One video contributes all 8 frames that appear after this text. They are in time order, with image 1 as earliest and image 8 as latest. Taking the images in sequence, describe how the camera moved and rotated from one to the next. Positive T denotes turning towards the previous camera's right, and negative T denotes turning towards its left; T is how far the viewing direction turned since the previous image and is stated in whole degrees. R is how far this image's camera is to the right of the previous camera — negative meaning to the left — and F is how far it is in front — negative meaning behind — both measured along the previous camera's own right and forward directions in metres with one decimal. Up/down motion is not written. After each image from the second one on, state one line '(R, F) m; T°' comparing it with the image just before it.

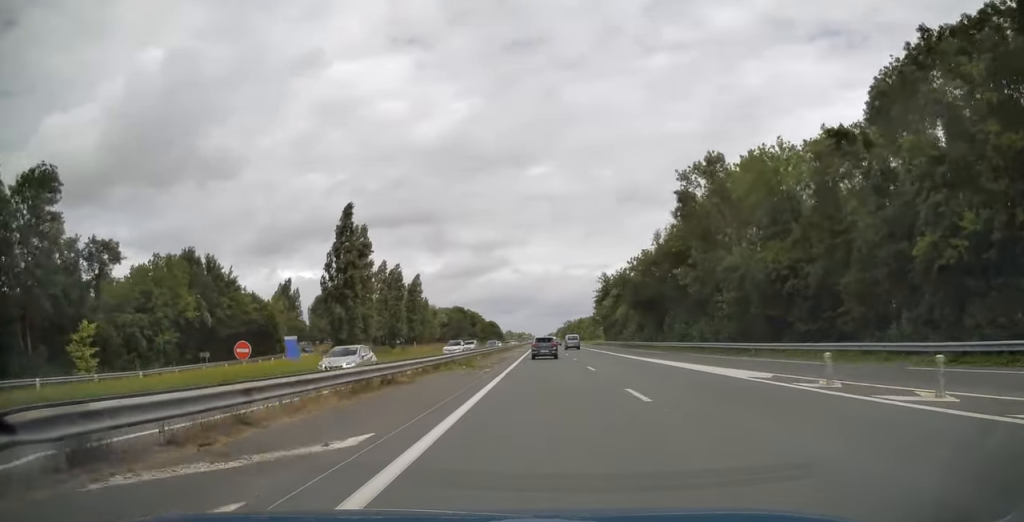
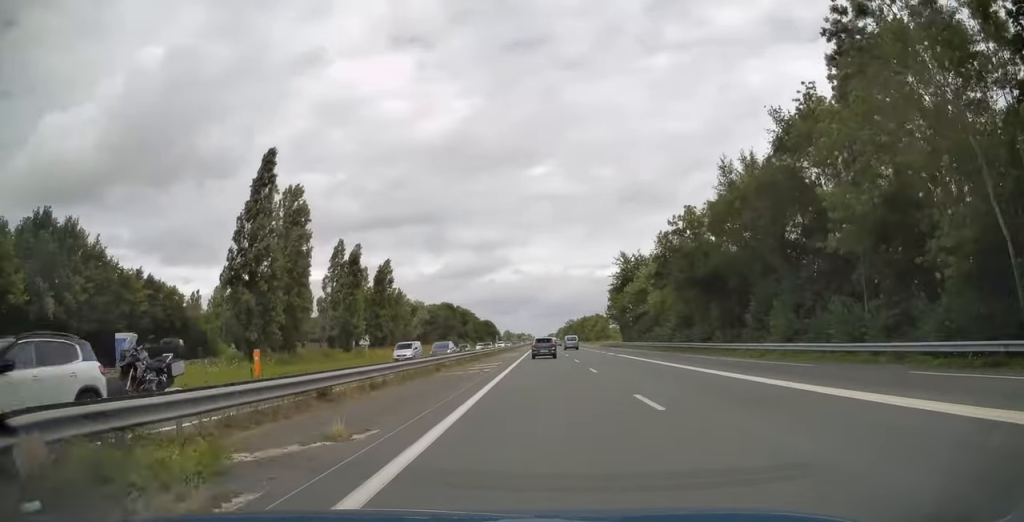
(0.0, +27.4) m; 0°
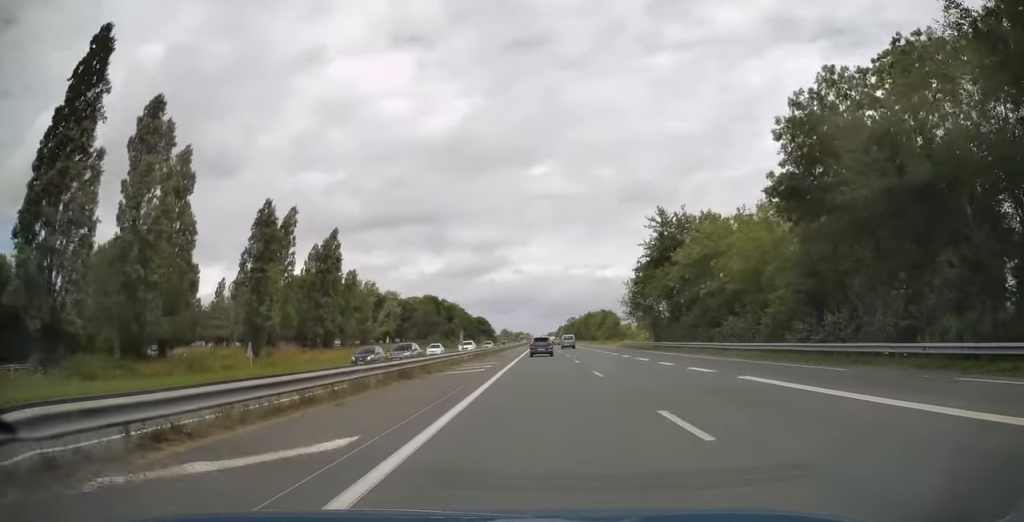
(0.0, +29.1) m; 0°
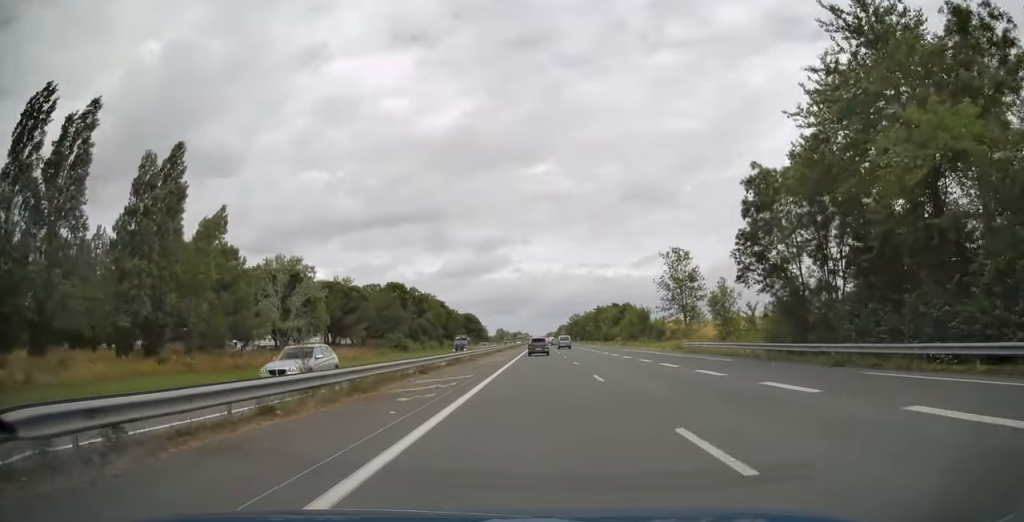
(-0.1, +40.9) m; 0°
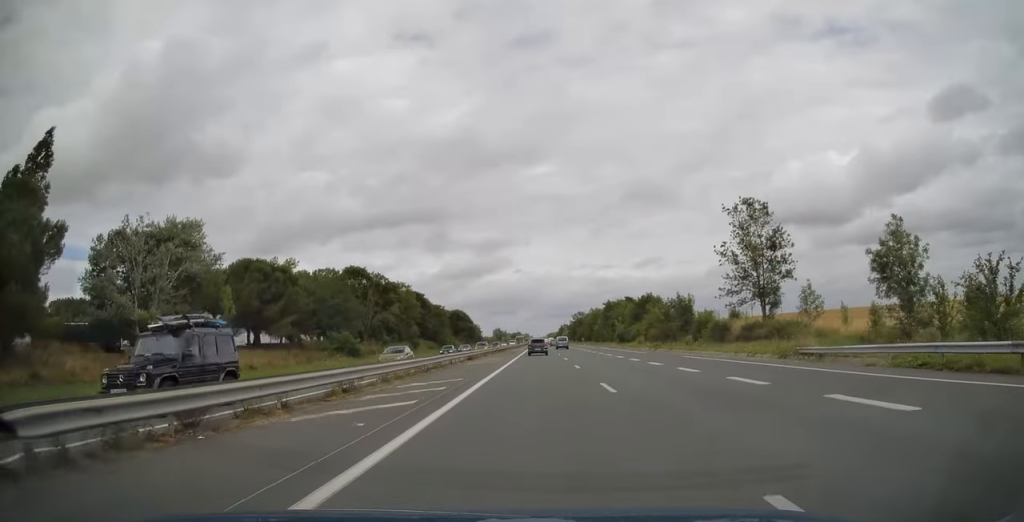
(+0.1, +29.7) m; 0°
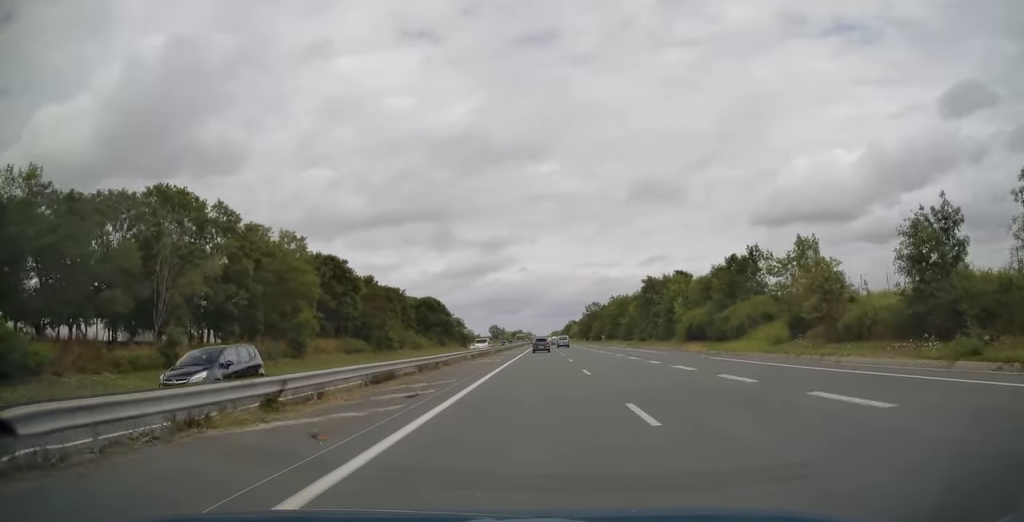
(-0.2, +57.7) m; 0°
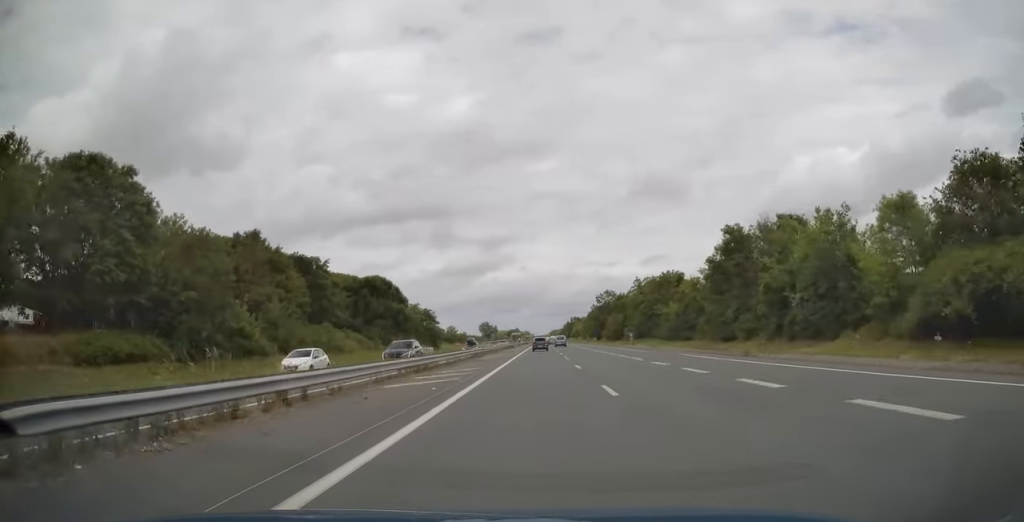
(+0.1, +47.1) m; 0°
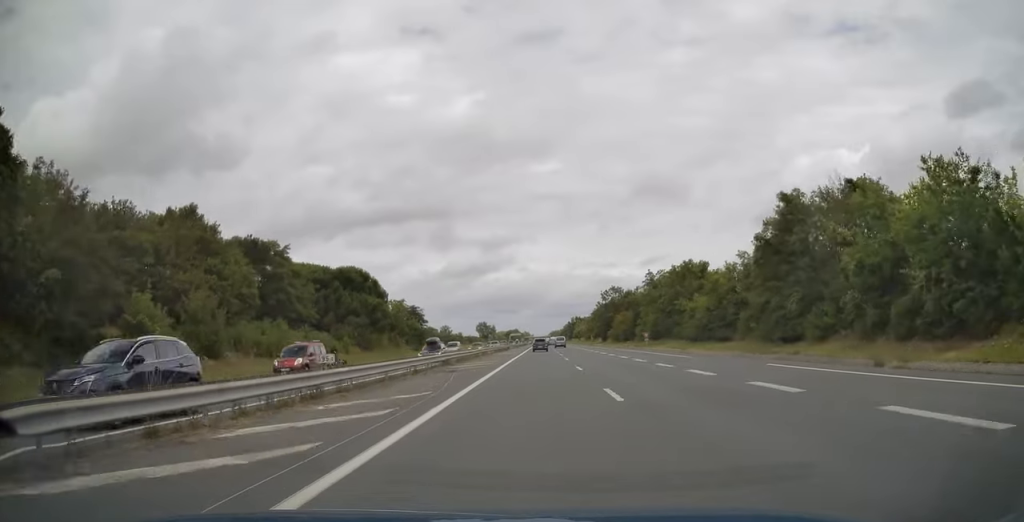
(0.0, +14.0) m; 0°
